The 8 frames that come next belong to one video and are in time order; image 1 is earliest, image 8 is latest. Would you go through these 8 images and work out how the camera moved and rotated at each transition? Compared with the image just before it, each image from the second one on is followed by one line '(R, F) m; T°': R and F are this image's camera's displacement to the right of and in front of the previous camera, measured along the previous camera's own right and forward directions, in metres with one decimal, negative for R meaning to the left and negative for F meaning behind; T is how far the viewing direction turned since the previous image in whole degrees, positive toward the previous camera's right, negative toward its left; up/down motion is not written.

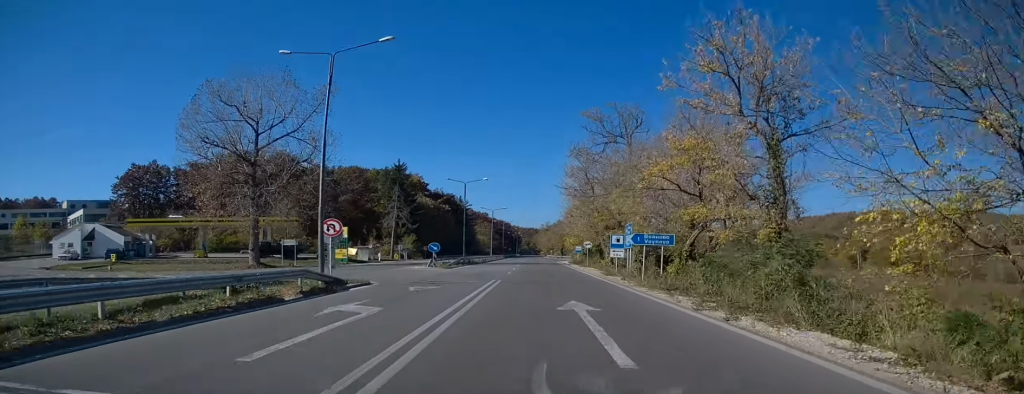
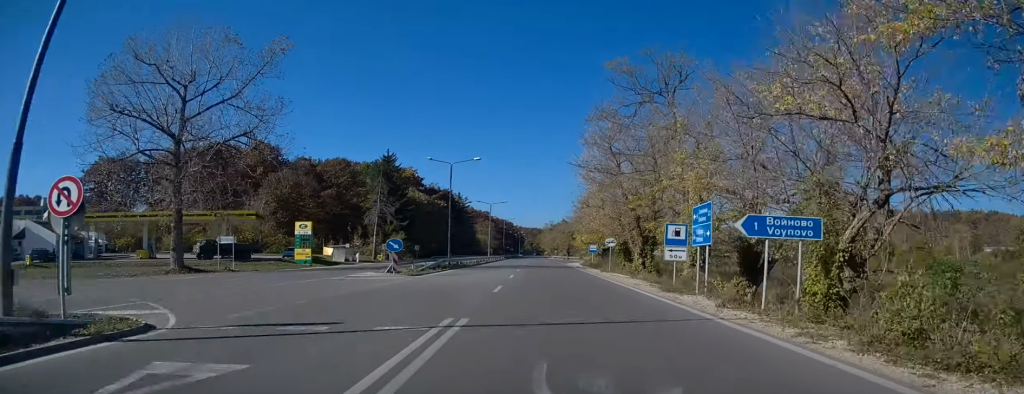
(-0.1, +12.6) m; -1°
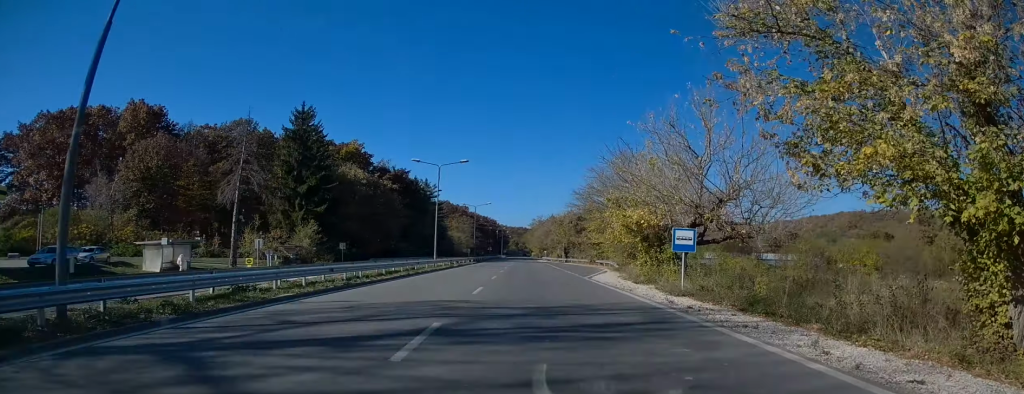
(+0.3, +36.3) m; +1°
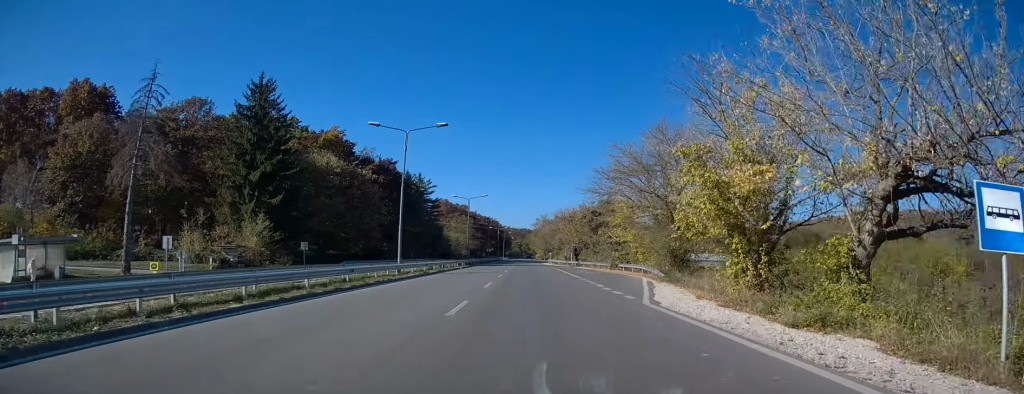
(0.0, +13.2) m; 0°
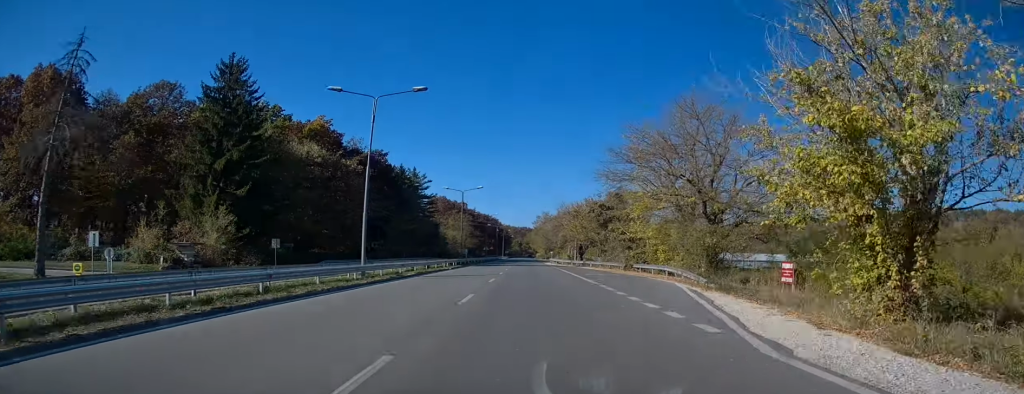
(0.0, +6.7) m; 0°
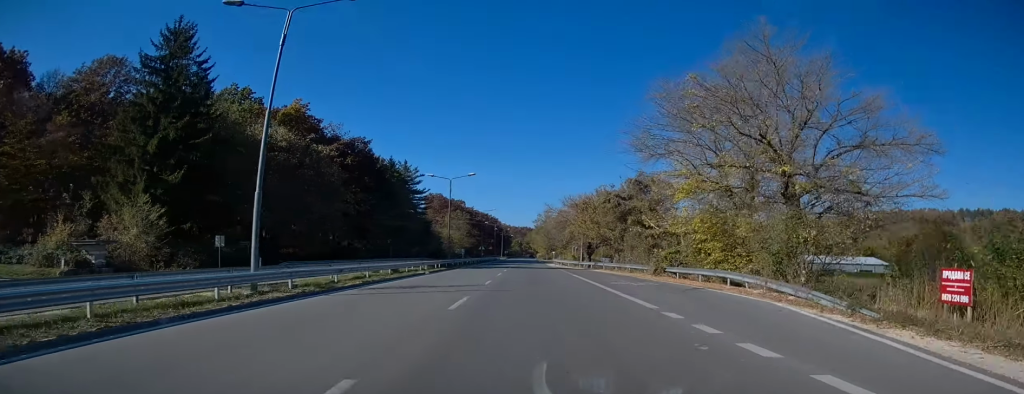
(0.0, +9.7) m; 0°
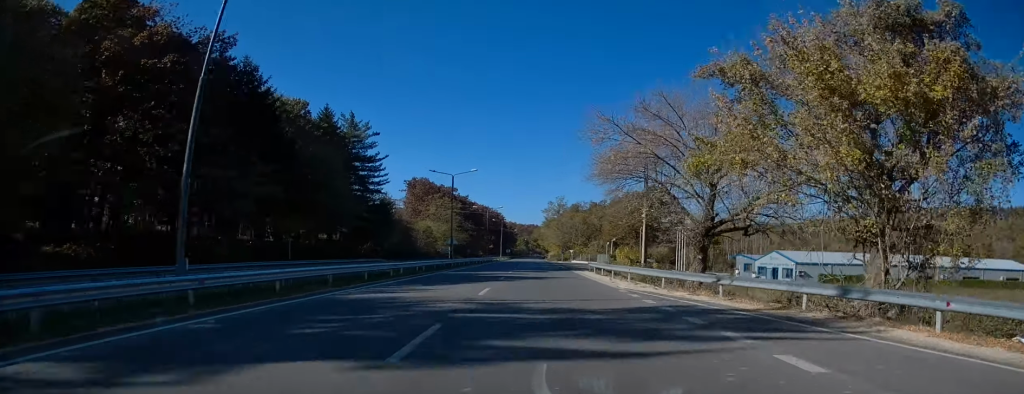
(+0.1, +39.7) m; -1°
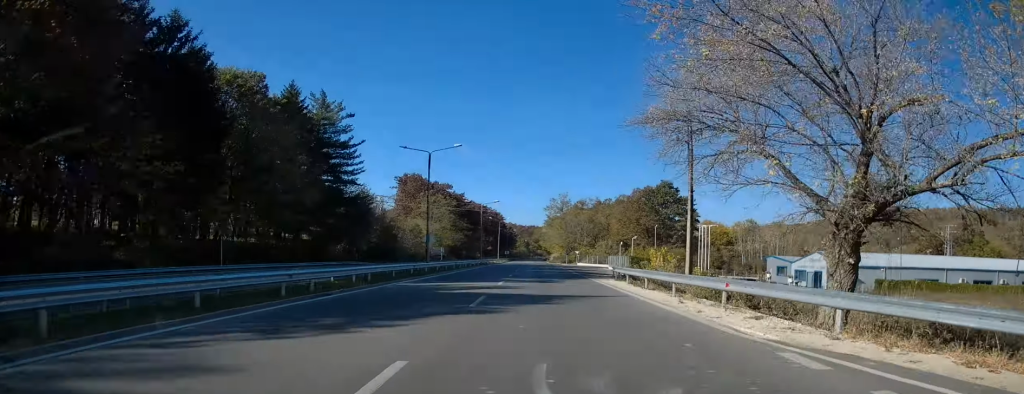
(-0.2, +11.3) m; 0°
